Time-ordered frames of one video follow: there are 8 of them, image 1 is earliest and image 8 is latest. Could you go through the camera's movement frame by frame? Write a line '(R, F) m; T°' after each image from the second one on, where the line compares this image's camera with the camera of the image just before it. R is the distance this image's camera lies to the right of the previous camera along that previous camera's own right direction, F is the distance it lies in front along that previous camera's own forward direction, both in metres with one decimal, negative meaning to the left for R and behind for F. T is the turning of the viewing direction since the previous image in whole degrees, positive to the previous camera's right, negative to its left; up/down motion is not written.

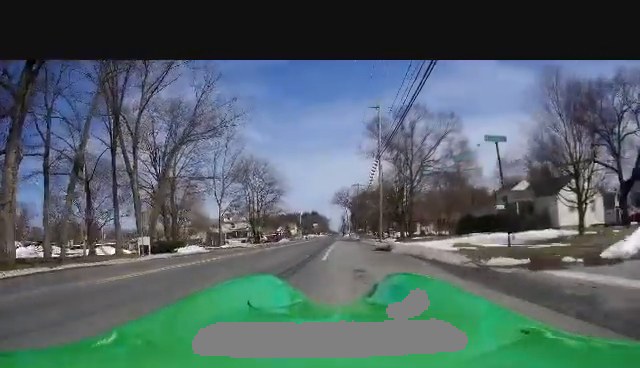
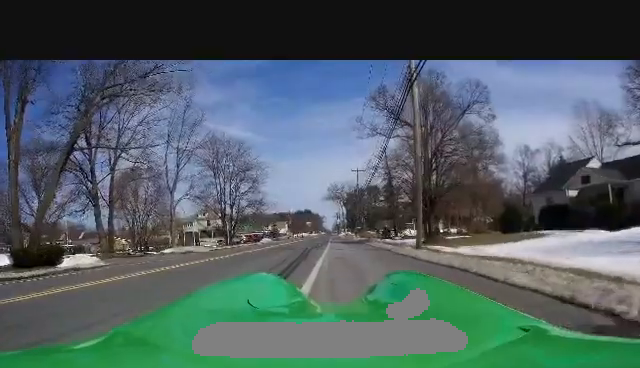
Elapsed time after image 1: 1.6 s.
(0.0, +15.0) m; 0°
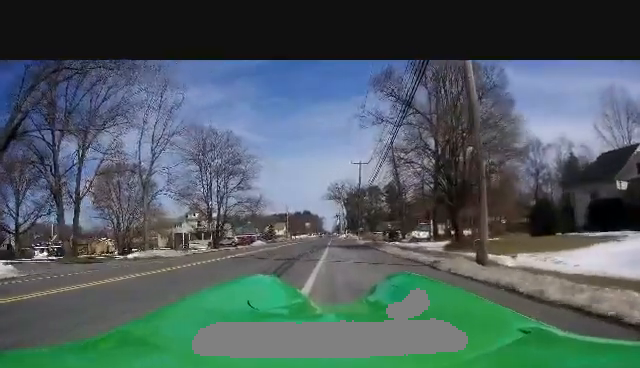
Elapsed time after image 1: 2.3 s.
(0.0, +6.3) m; 0°
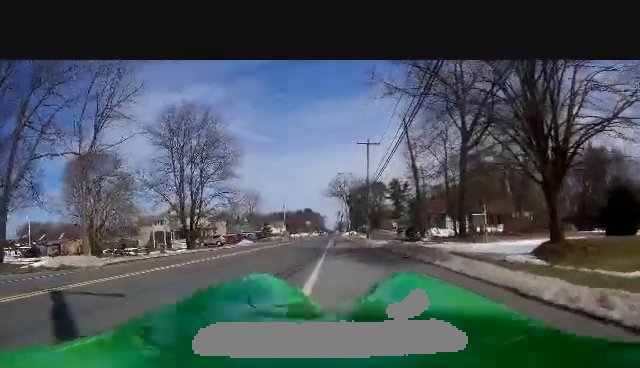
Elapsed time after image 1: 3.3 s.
(0.0, +10.2) m; 0°
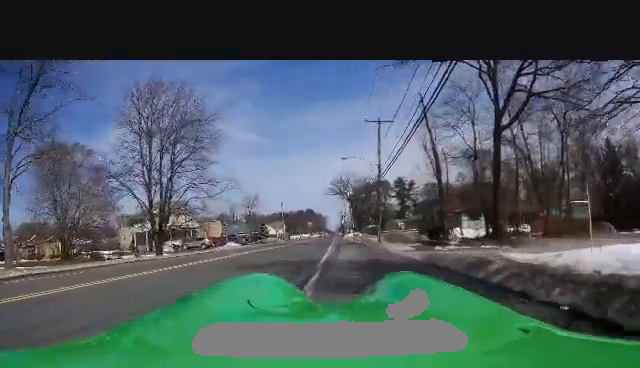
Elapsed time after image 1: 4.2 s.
(0.0, +8.5) m; 0°
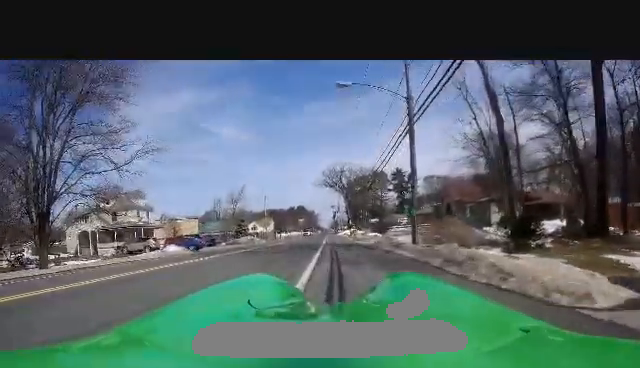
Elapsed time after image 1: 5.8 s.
(0.0, +15.7) m; +1°
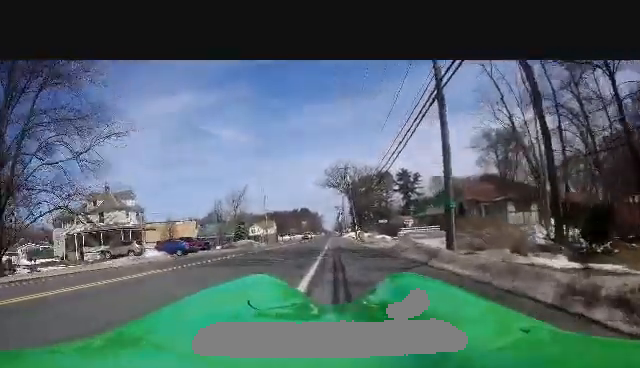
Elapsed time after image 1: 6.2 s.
(0.0, +4.5) m; +1°
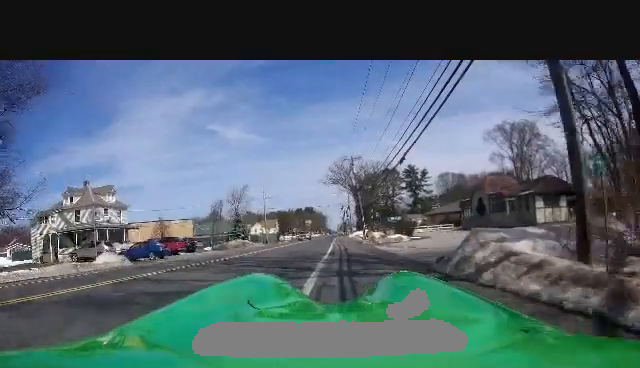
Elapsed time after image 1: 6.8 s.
(0.0, +6.6) m; +2°
